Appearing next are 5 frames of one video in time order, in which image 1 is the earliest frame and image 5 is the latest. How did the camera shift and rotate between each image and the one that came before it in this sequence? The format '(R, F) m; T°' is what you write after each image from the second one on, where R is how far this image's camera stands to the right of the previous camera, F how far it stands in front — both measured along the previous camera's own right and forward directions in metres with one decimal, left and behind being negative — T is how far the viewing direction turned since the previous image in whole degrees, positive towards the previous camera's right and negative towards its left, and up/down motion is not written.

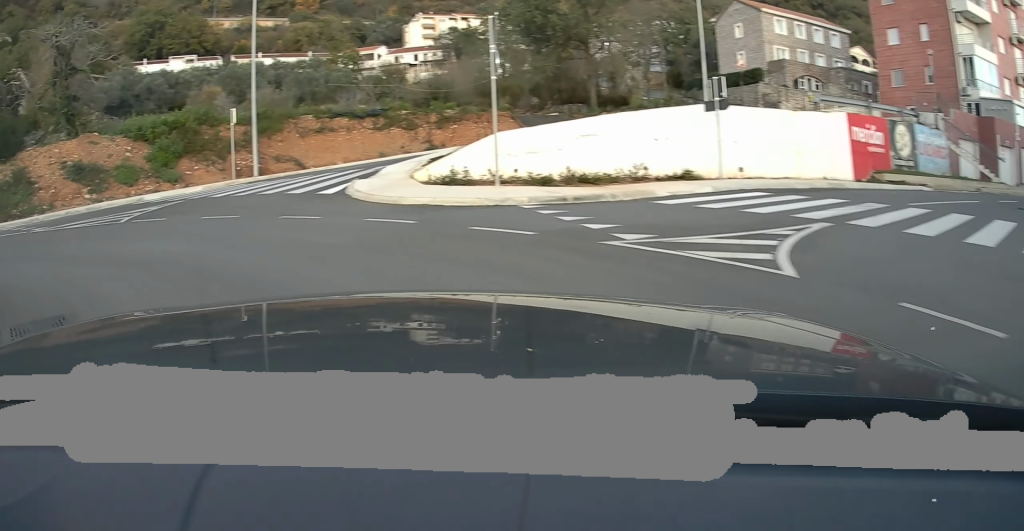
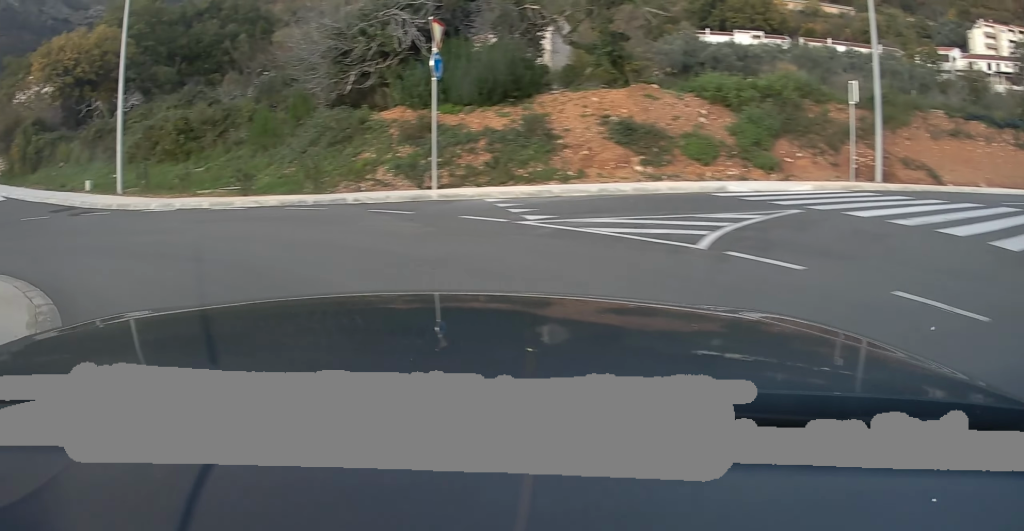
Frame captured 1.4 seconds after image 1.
(-2.9, +6.4) m; -55°
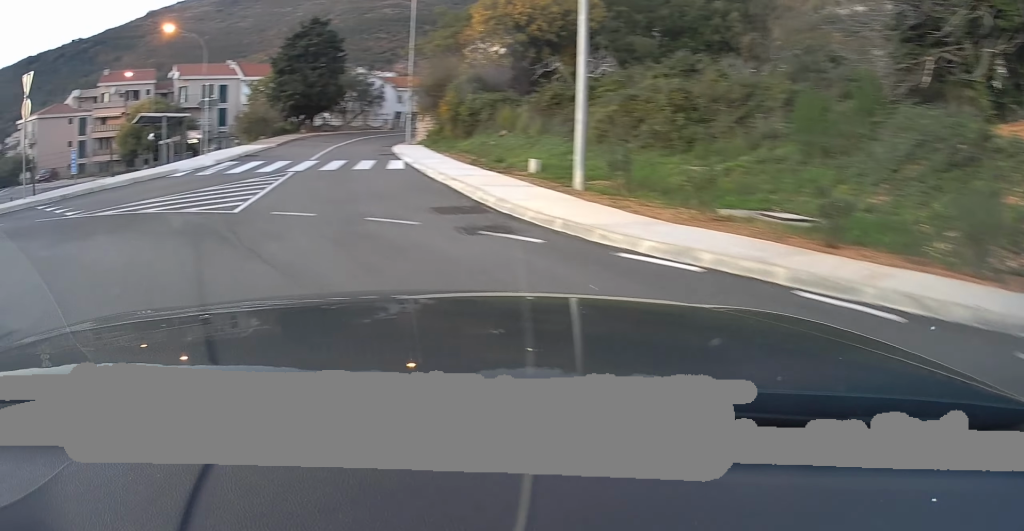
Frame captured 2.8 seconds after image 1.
(-3.1, +8.5) m; -30°
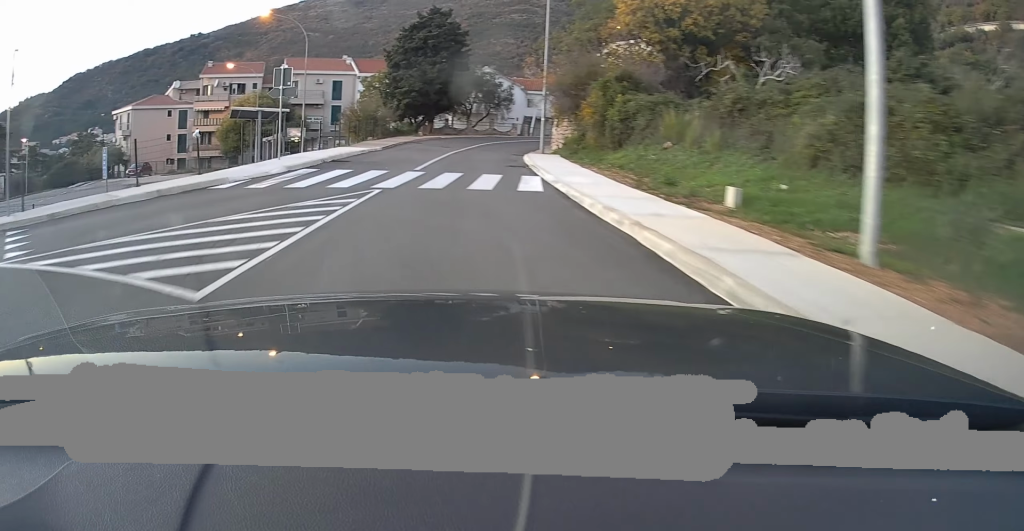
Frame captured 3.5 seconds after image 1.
(-0.6, +6.4) m; -11°
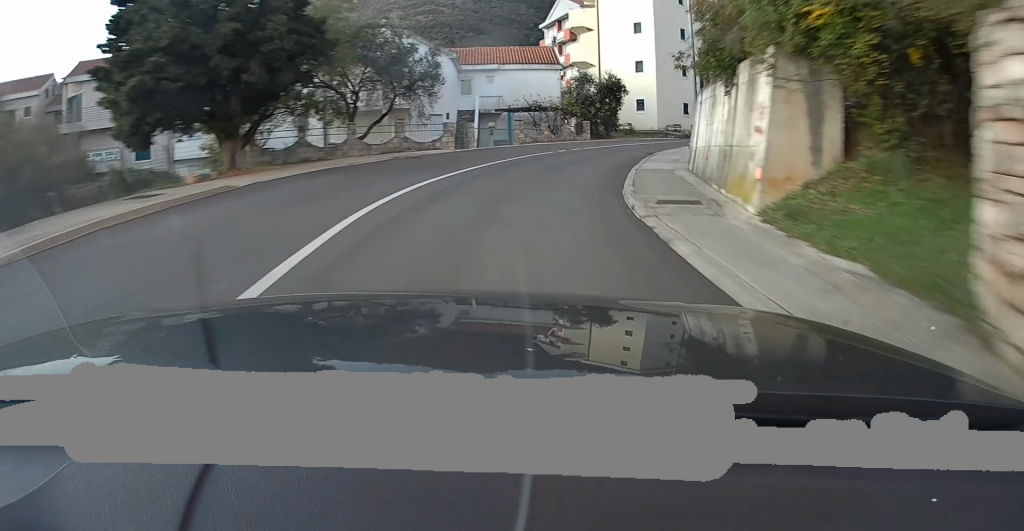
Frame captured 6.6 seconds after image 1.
(-3.4, +30.8) m; -2°
